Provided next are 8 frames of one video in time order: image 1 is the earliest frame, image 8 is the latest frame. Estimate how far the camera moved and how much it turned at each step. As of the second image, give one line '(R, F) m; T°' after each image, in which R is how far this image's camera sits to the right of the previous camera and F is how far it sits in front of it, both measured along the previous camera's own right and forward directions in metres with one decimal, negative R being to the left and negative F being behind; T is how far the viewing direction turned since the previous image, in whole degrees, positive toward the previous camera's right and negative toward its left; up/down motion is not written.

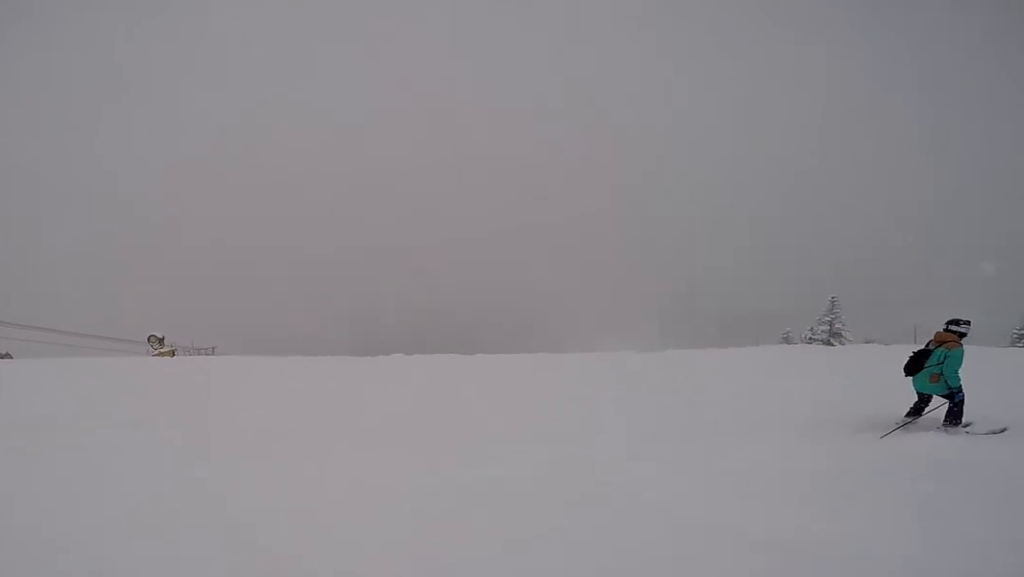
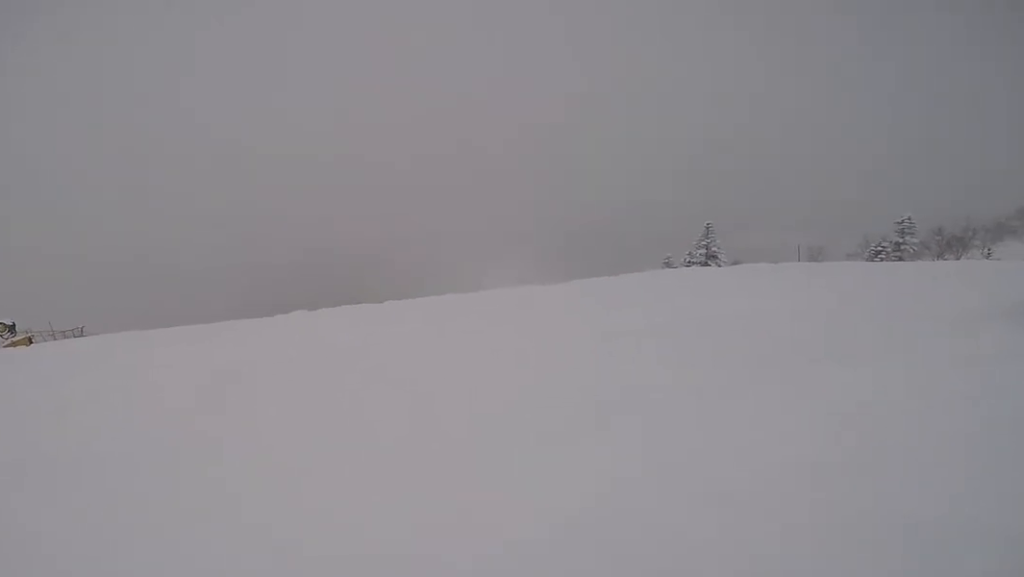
(+0.8, +2.3) m; +18°
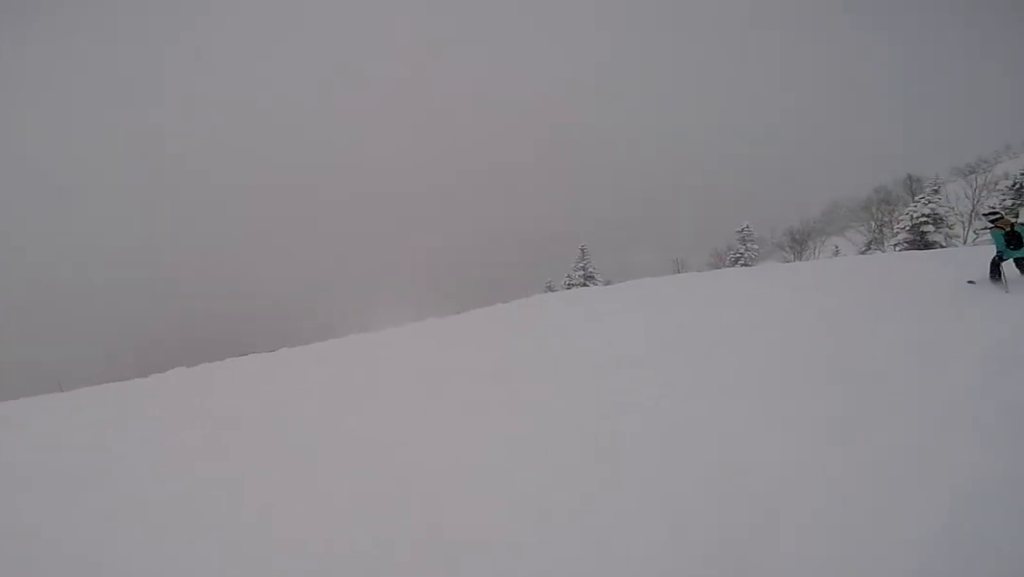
(+0.3, +2.0) m; +14°
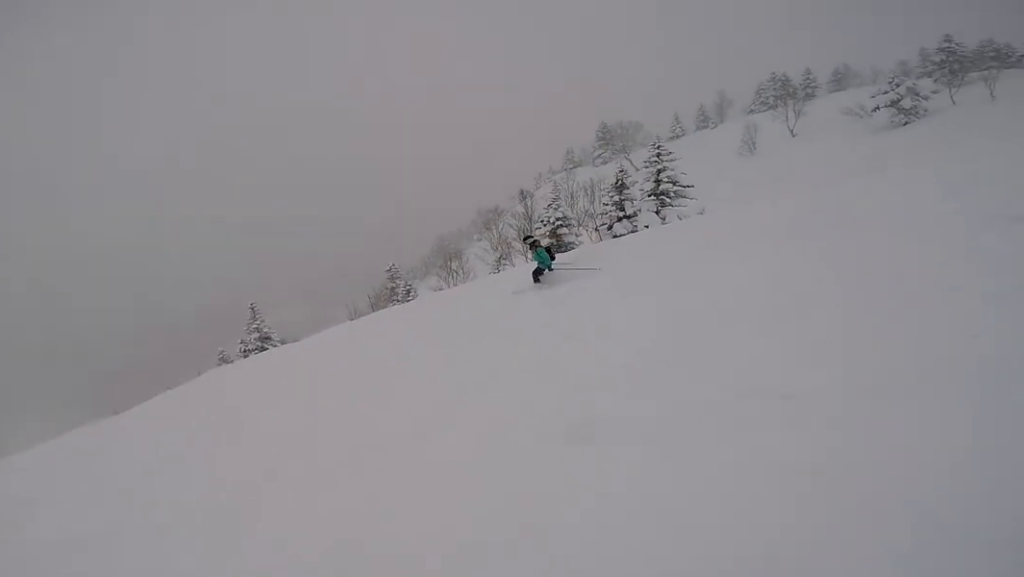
(+1.3, +4.8) m; +36°
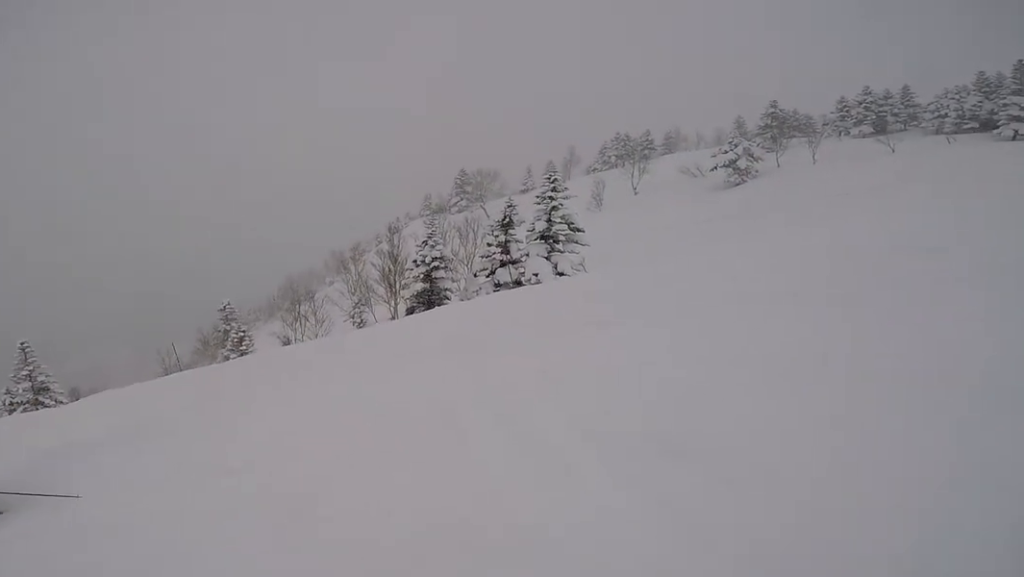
(+1.3, +5.3) m; -3°
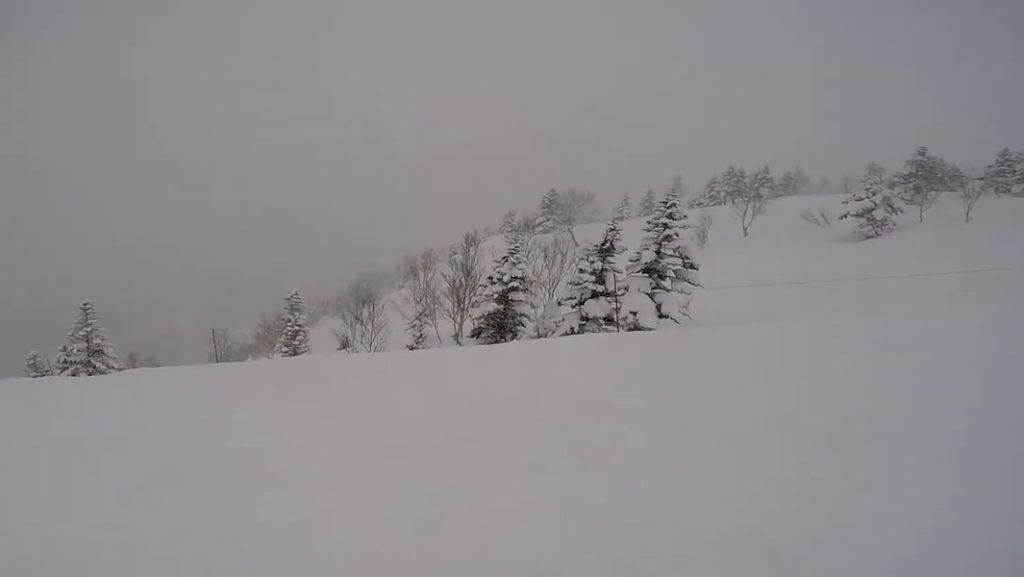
(+0.1, +2.5) m; -20°
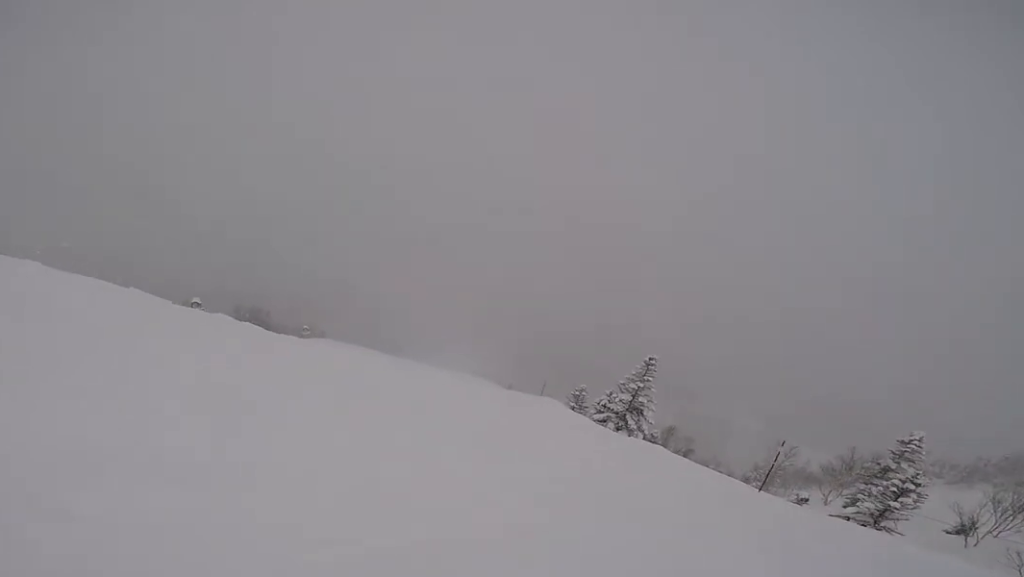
(-2.4, +3.9) m; -51°
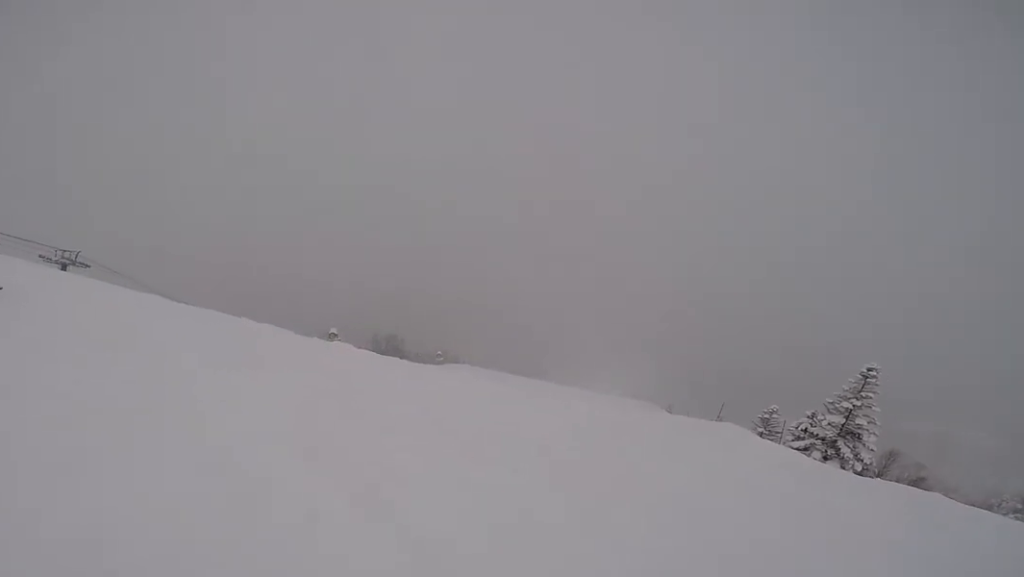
(-0.7, +2.2) m; -15°
